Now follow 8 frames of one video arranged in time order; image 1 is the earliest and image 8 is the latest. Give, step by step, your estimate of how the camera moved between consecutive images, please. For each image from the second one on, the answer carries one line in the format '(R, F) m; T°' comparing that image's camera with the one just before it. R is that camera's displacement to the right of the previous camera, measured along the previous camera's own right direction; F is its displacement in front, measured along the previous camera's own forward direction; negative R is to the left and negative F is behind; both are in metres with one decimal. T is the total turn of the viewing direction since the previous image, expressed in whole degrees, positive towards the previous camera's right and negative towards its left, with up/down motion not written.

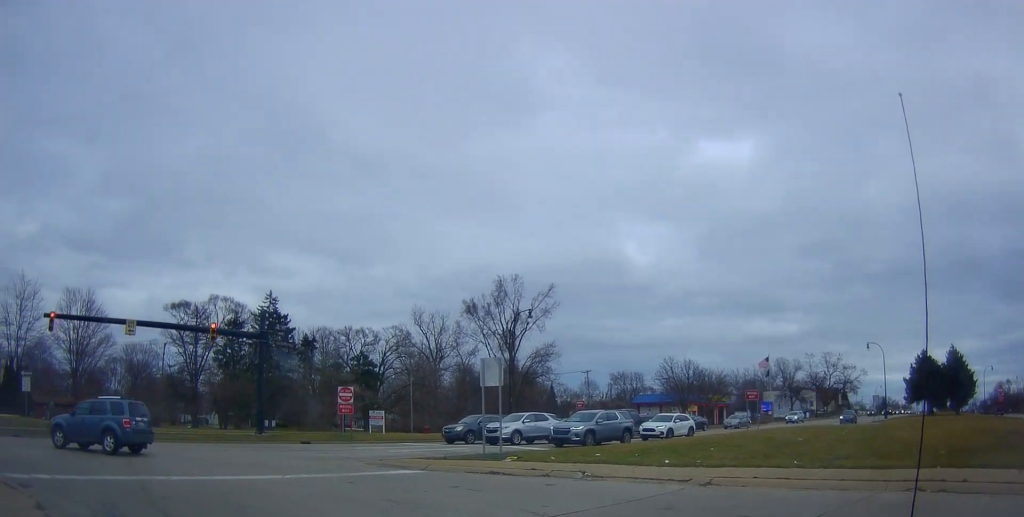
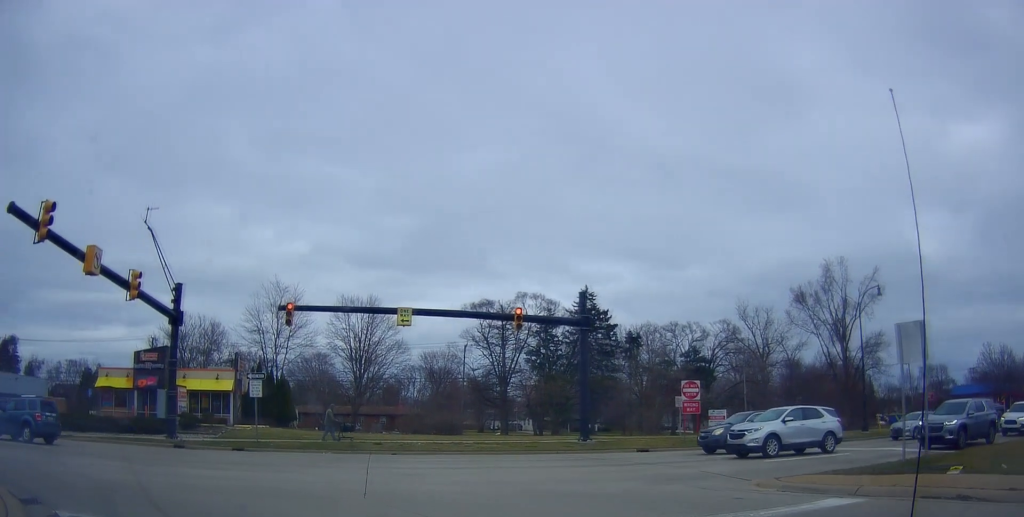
(-1.5, +9.3) m; -24°
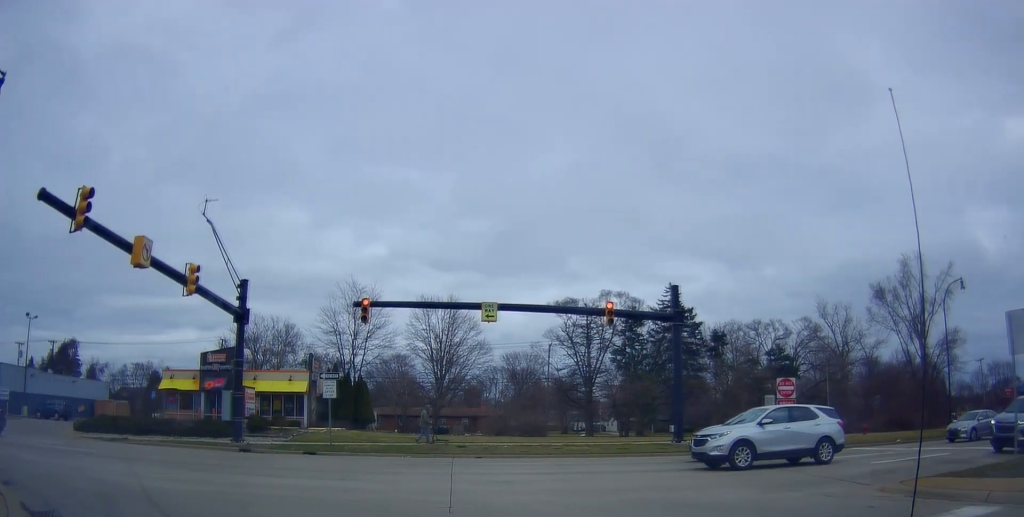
(-0.5, +2.8) m; -15°
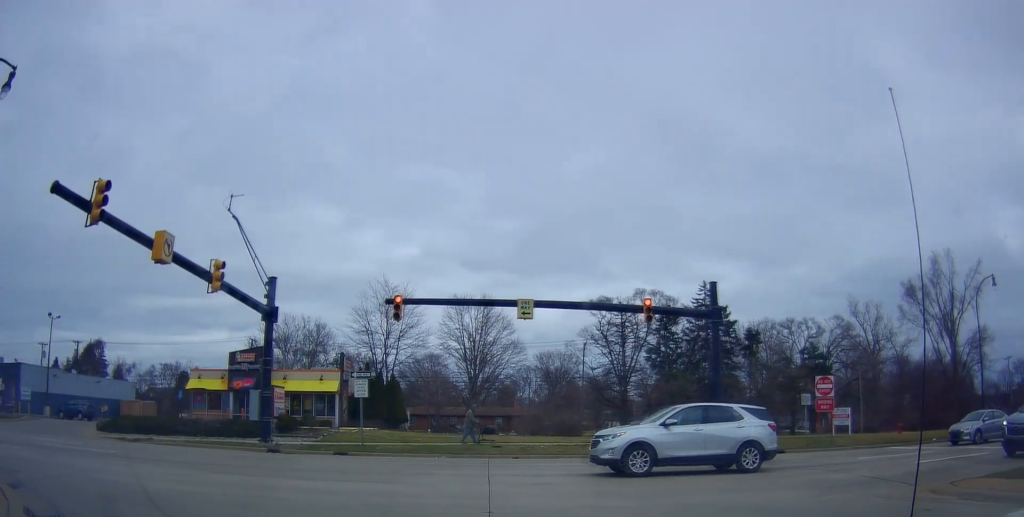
(-0.1, +1.7) m; -7°
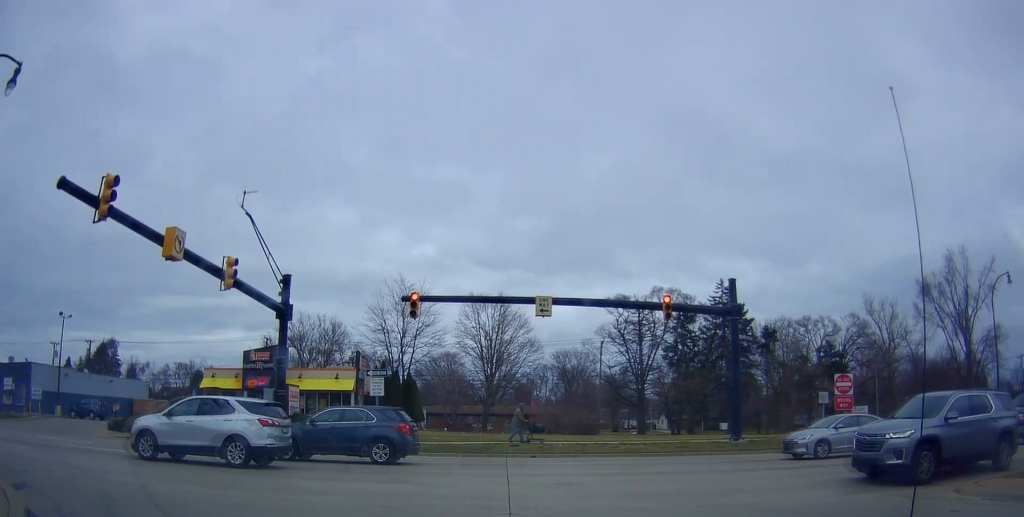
(-0.2, +2.6) m; +2°
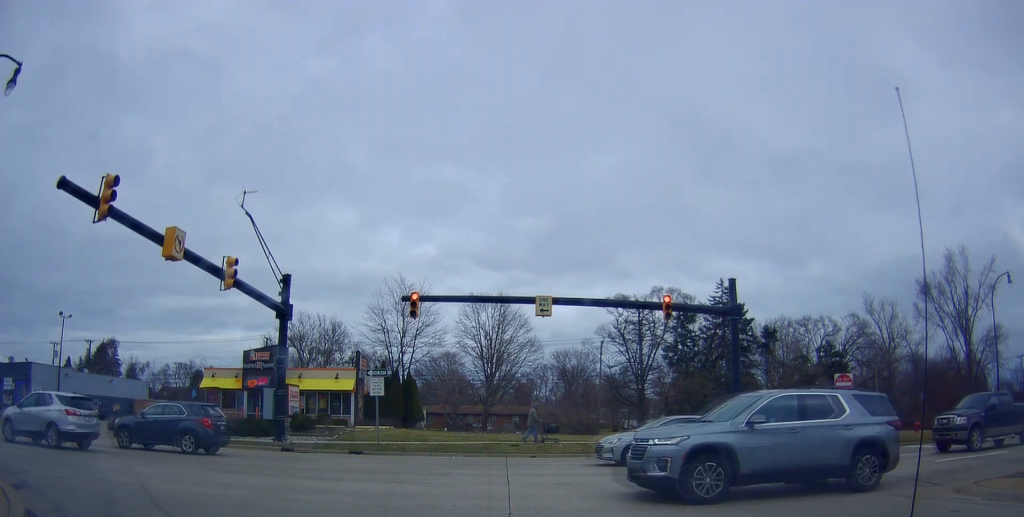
(+0.4, +0.5) m; 0°
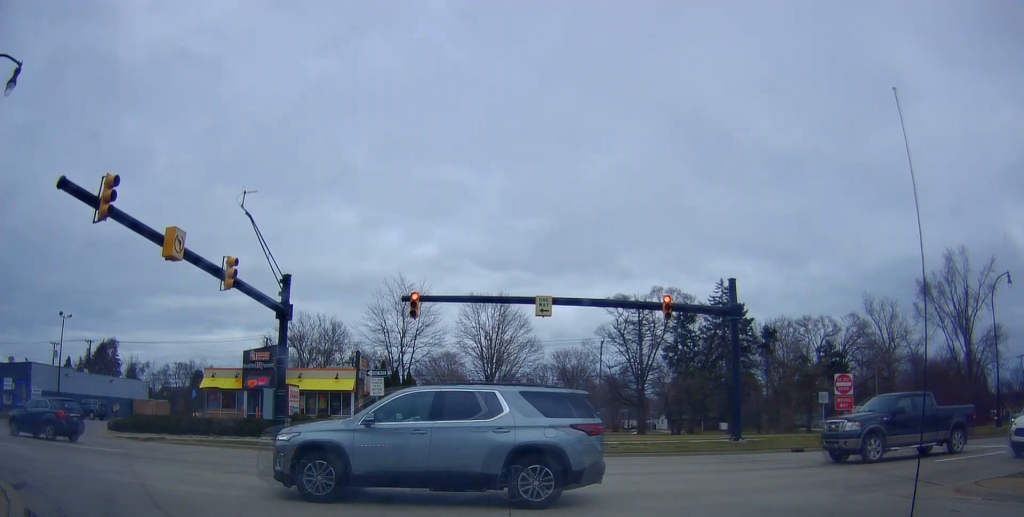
(0.0, 0.0) m; 0°
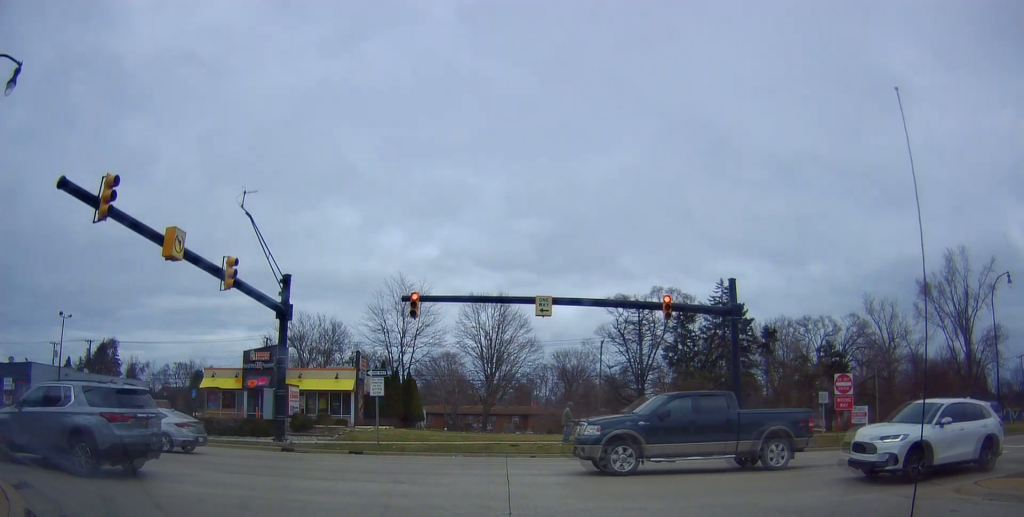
(0.0, 0.0) m; 0°
